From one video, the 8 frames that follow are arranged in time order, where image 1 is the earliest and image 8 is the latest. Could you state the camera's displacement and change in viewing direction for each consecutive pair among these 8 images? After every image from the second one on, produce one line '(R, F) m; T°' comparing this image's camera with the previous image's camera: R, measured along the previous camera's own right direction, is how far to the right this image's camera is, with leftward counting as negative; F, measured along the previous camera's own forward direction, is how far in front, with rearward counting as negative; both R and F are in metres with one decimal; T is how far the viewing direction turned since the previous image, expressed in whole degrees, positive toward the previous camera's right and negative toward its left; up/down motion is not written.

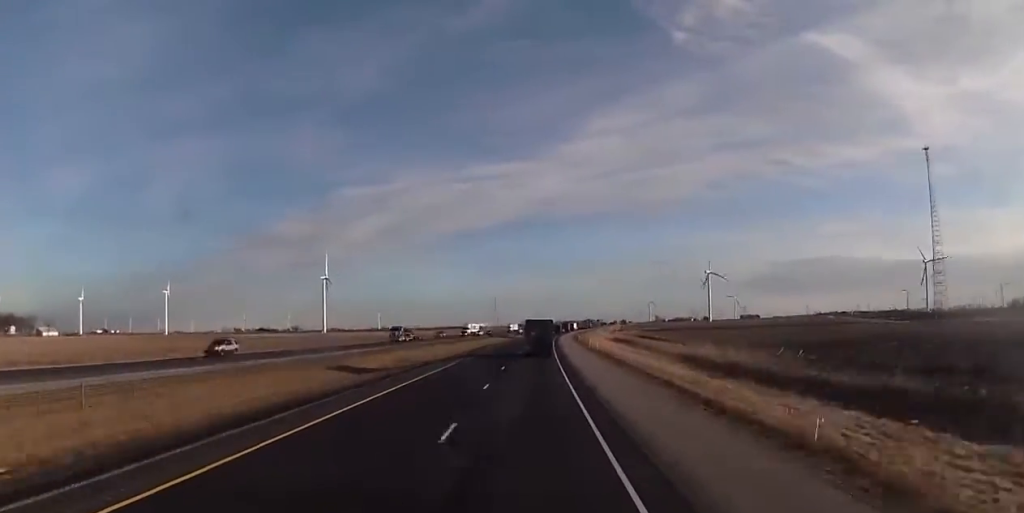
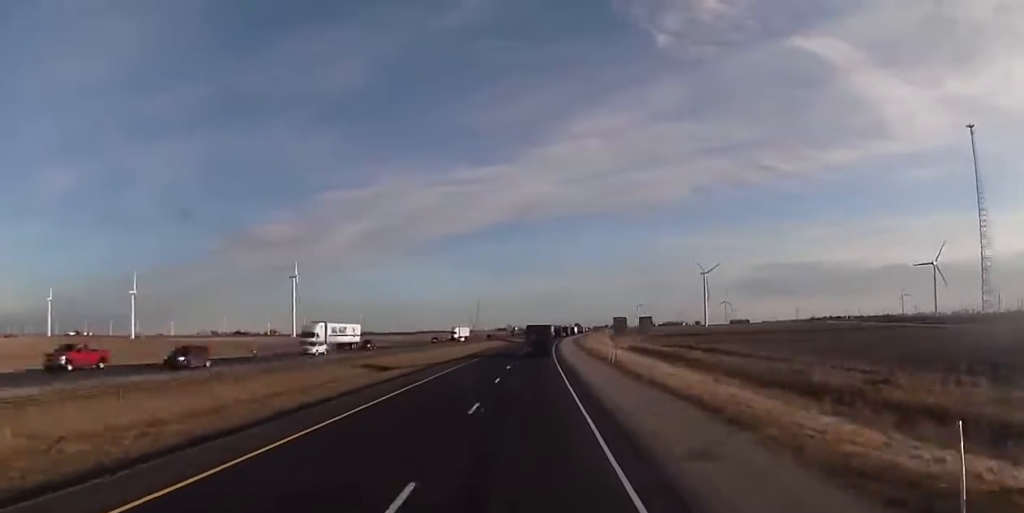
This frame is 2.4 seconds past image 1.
(+0.1, +67.3) m; +2°
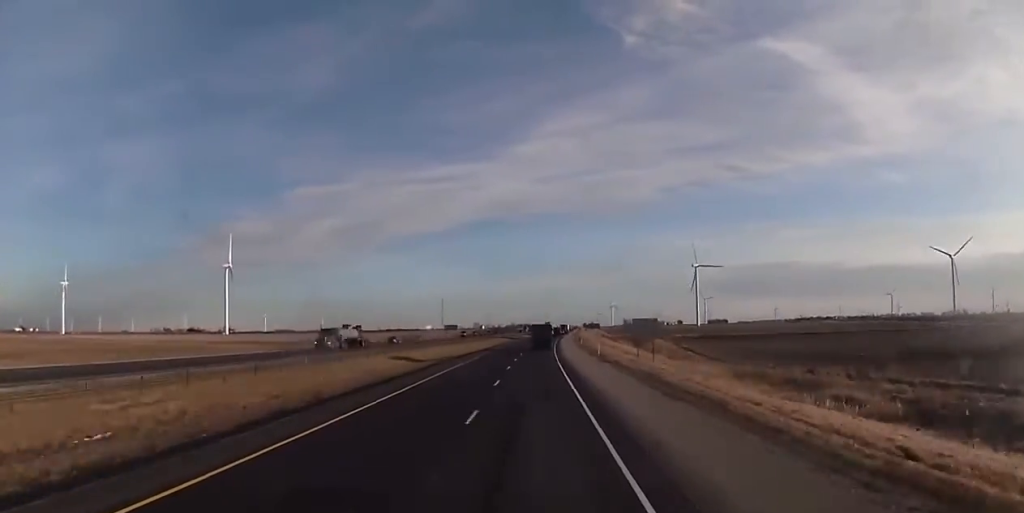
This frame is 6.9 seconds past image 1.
(+3.8, +125.3) m; +2°
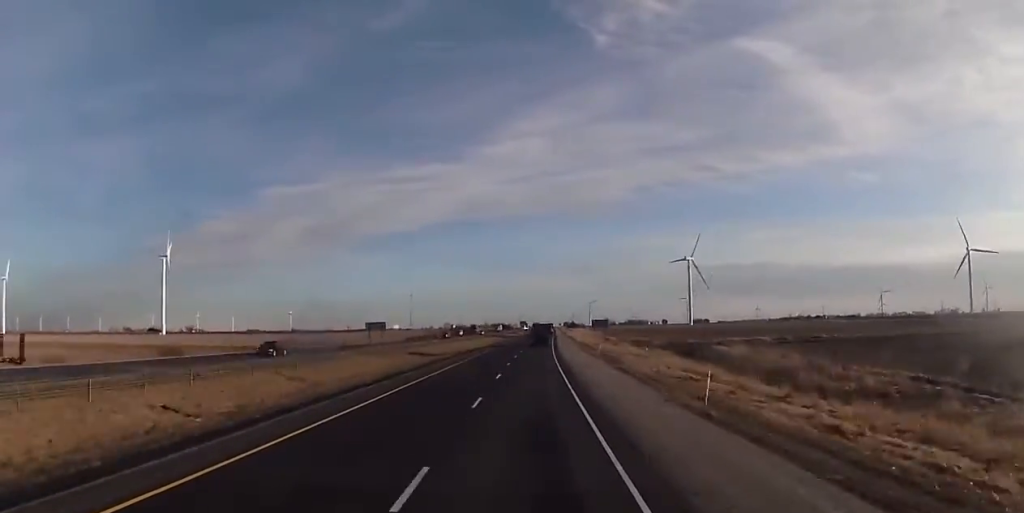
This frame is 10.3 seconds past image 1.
(+0.7, +95.2) m; +1°
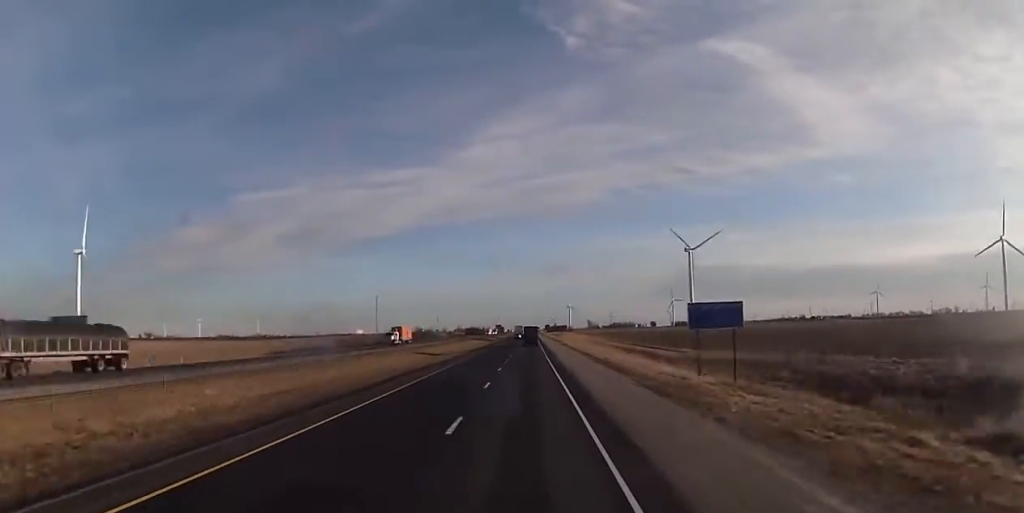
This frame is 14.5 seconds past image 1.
(+0.3, +116.1) m; +1°
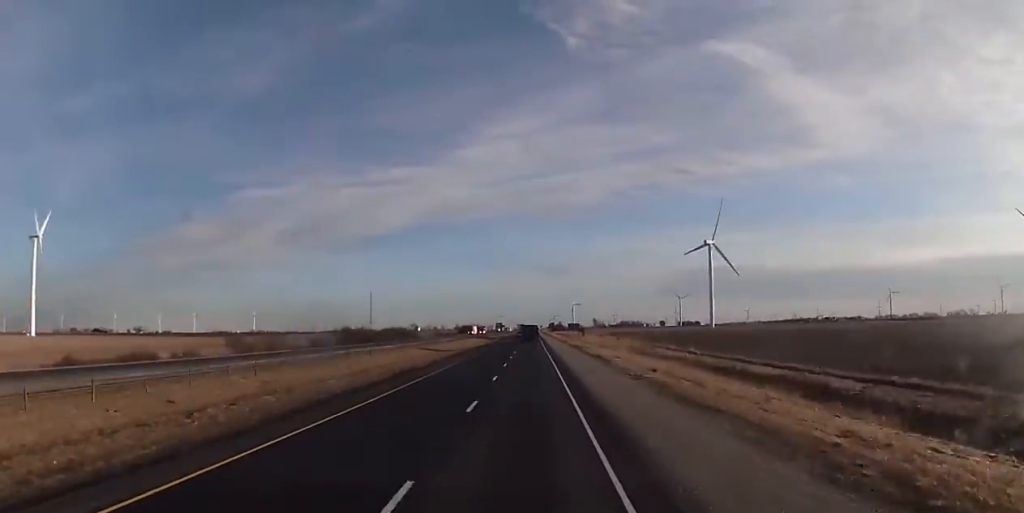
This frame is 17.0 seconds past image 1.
(+0.7, +69.7) m; 0°
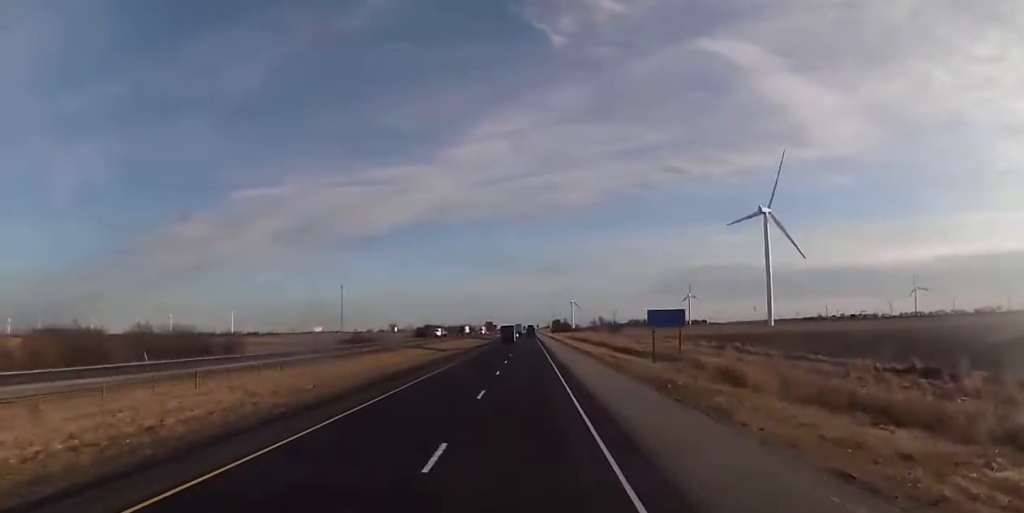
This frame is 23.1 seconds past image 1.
(+0.5, +169.7) m; 0°
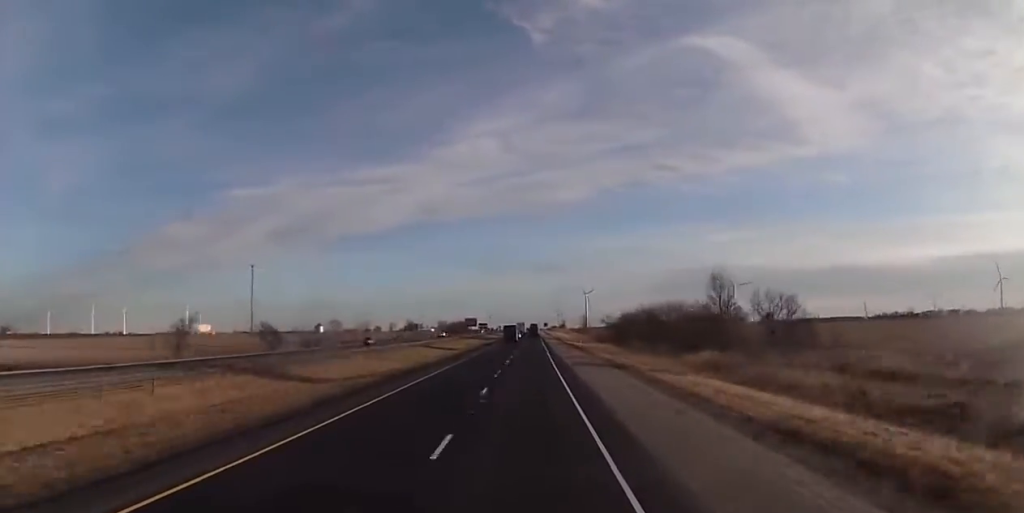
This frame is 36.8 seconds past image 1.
(+0.2, +381.2) m; 0°
